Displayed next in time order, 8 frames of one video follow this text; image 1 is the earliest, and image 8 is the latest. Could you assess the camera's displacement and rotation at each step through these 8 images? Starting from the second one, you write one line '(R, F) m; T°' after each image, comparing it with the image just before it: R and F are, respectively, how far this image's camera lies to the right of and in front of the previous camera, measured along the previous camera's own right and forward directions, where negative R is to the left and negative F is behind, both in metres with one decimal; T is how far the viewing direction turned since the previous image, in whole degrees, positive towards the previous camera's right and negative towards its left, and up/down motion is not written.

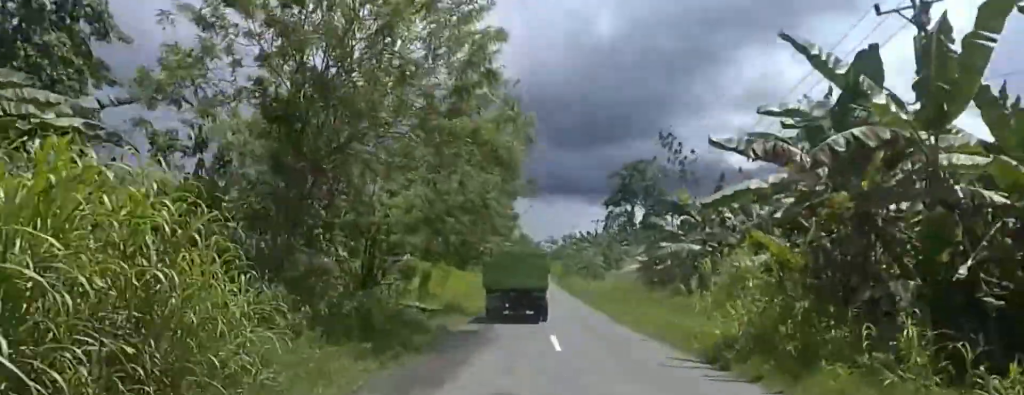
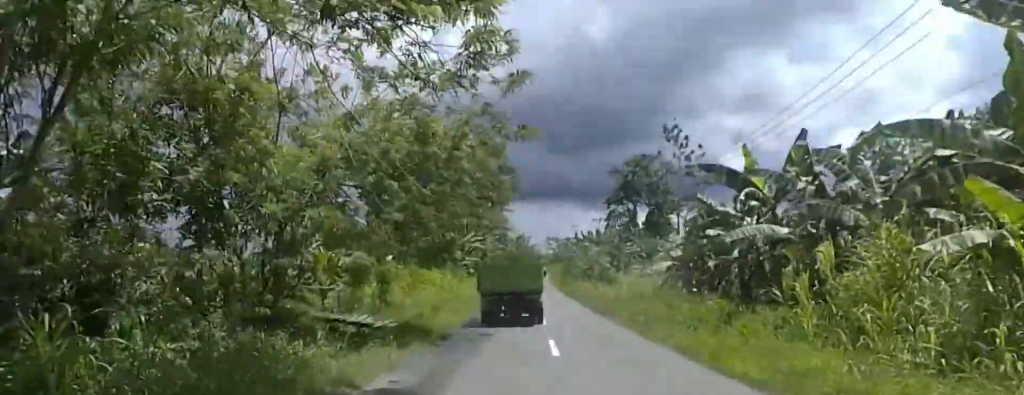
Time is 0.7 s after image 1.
(+0.1, +8.3) m; +1°
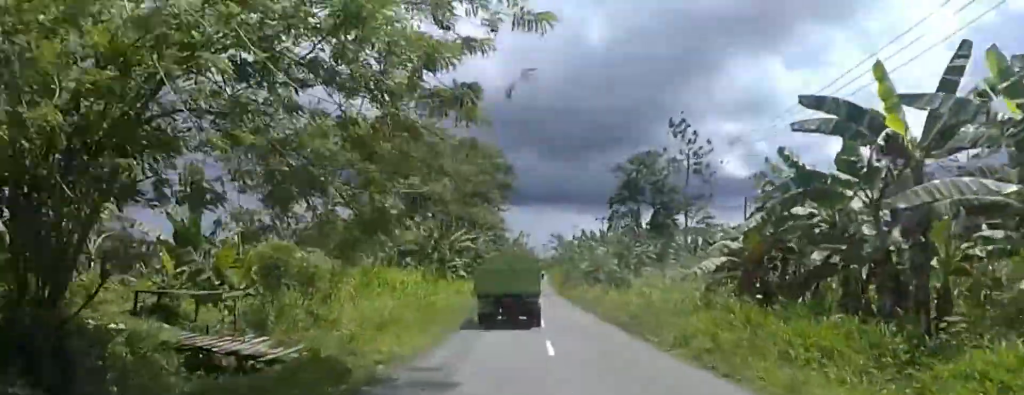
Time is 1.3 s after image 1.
(0.0, +7.1) m; 0°
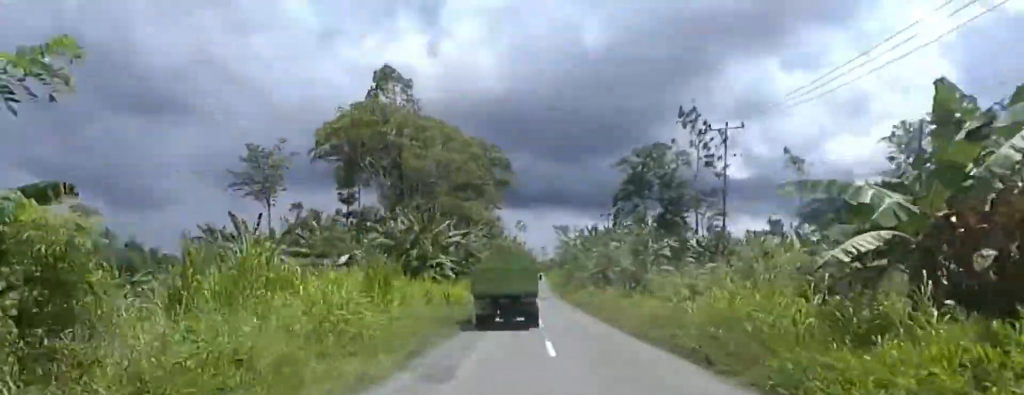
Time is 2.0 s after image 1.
(0.0, +7.9) m; -1°
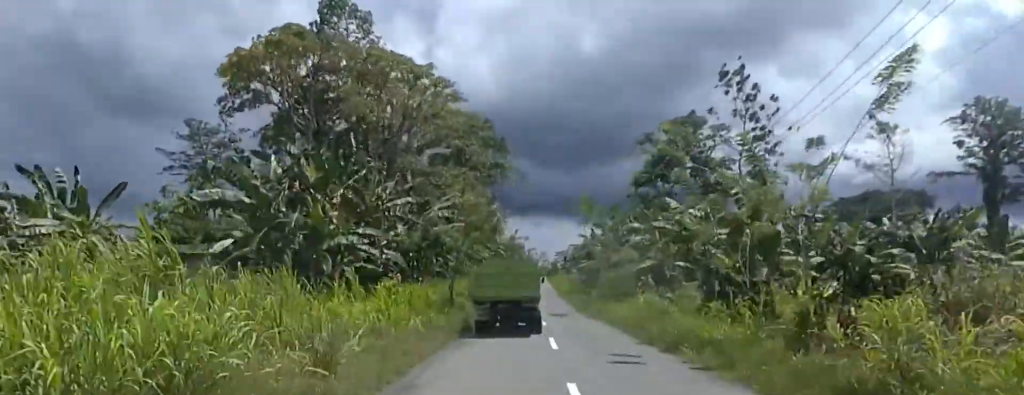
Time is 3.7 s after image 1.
(-0.6, +20.9) m; -2°
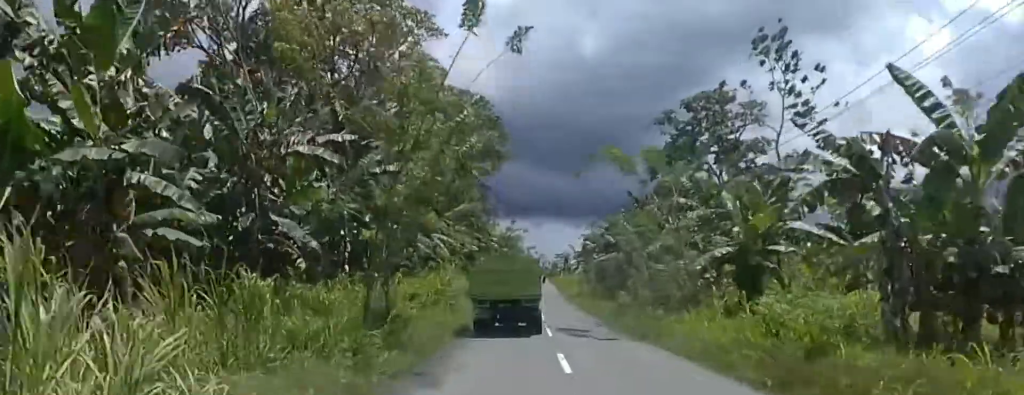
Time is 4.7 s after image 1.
(0.0, +12.2) m; 0°
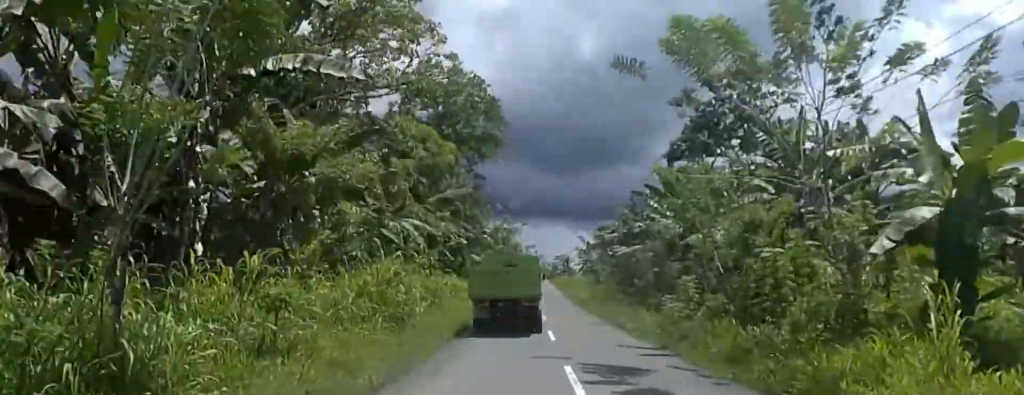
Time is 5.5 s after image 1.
(0.0, +9.7) m; +1°
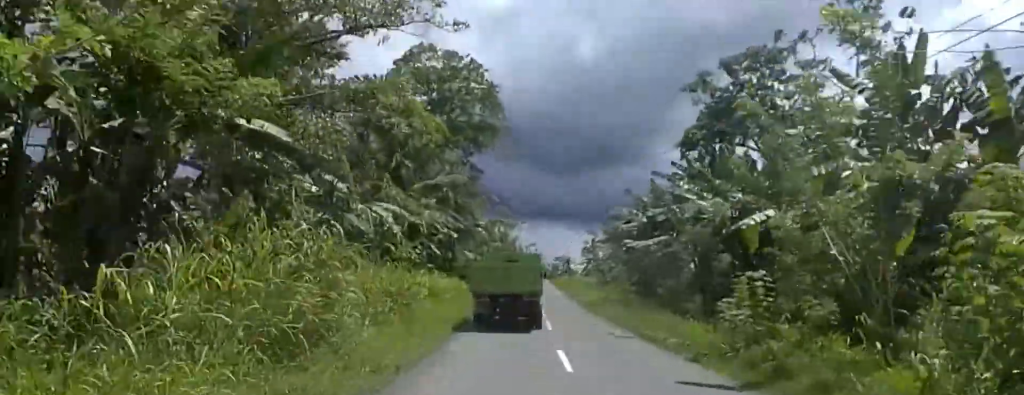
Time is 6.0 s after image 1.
(0.0, +5.9) m; +1°
